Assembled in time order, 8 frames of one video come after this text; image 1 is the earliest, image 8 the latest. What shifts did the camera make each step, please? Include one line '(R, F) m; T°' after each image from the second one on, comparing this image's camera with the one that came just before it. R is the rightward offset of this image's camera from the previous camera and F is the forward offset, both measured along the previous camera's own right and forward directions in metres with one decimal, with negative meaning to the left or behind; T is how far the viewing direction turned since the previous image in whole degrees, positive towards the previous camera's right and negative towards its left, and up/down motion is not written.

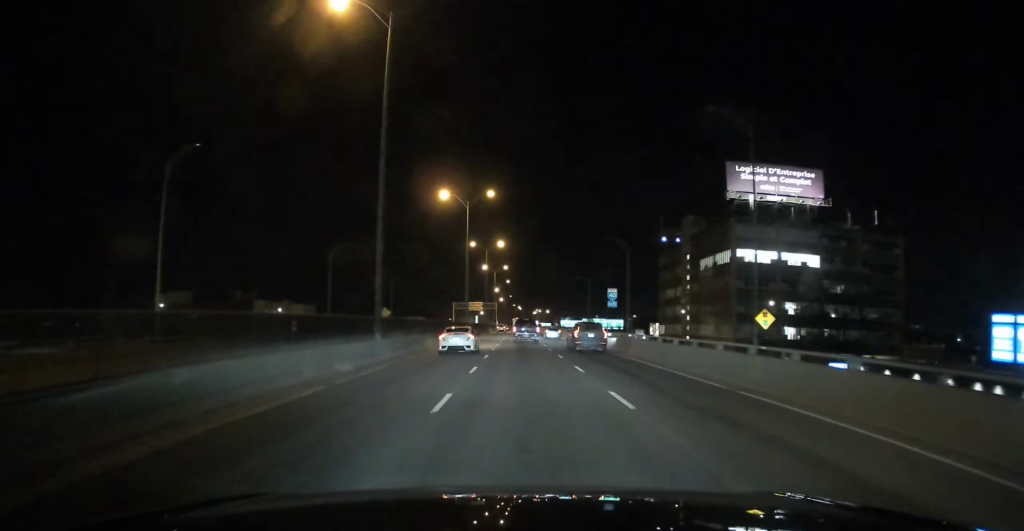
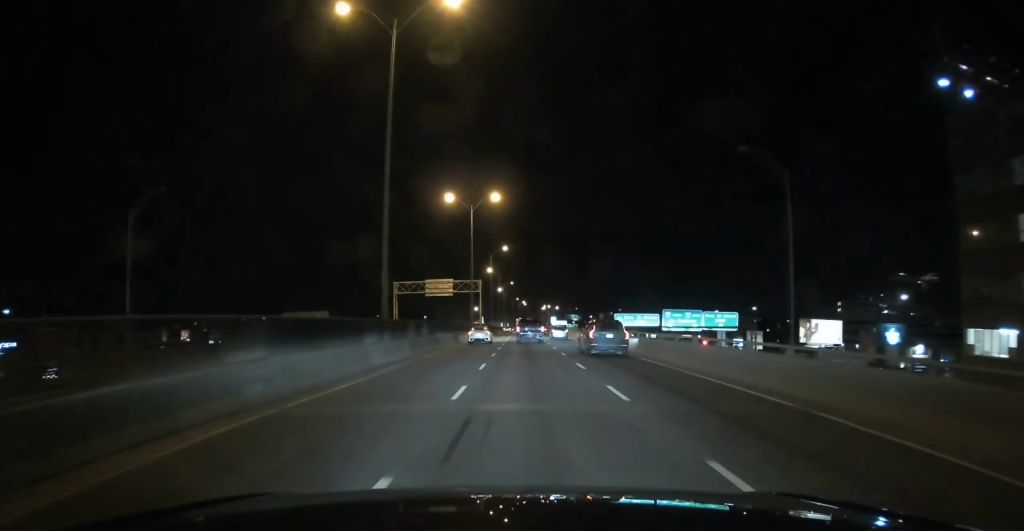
(-0.1, +94.0) m; 0°
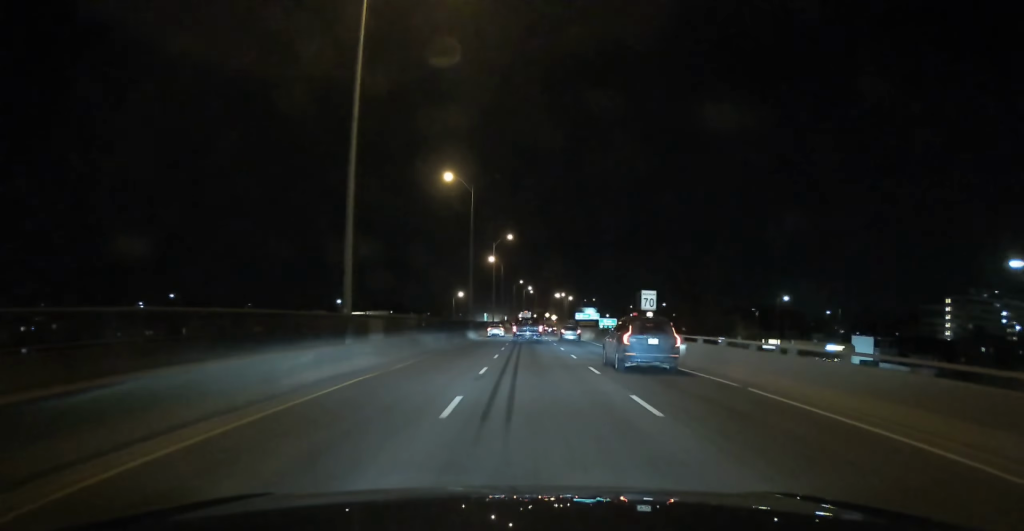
(0.0, +103.1) m; 0°
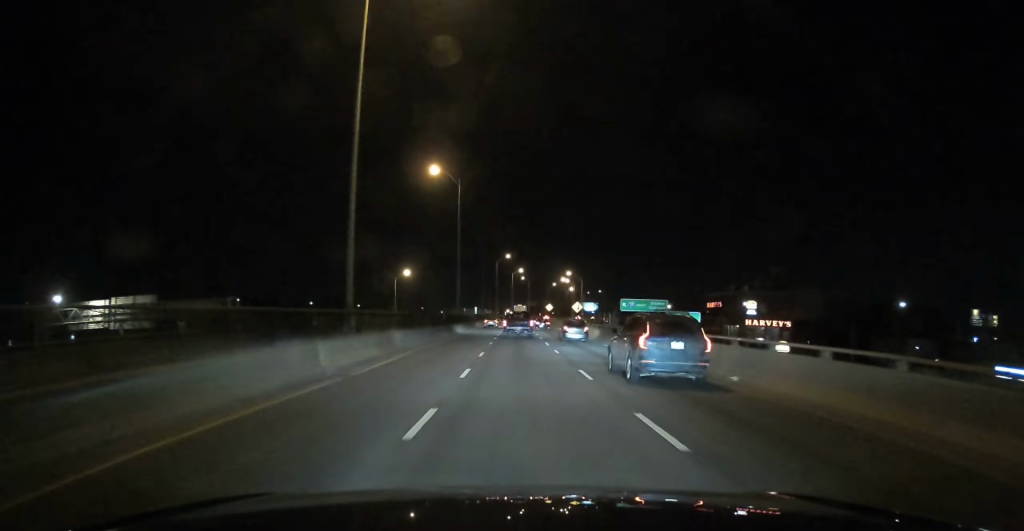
(+0.1, +88.1) m; 0°
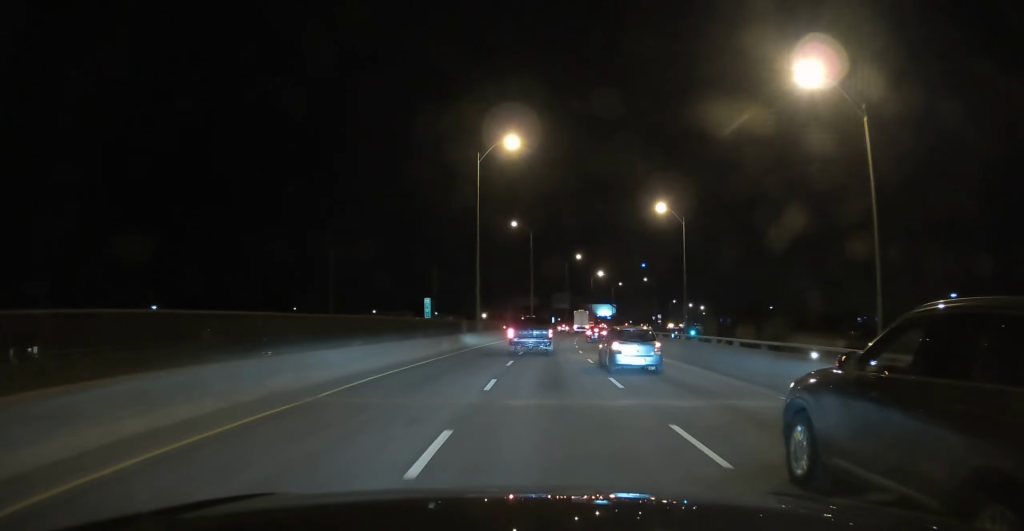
(+1.5, +157.8) m; +4°
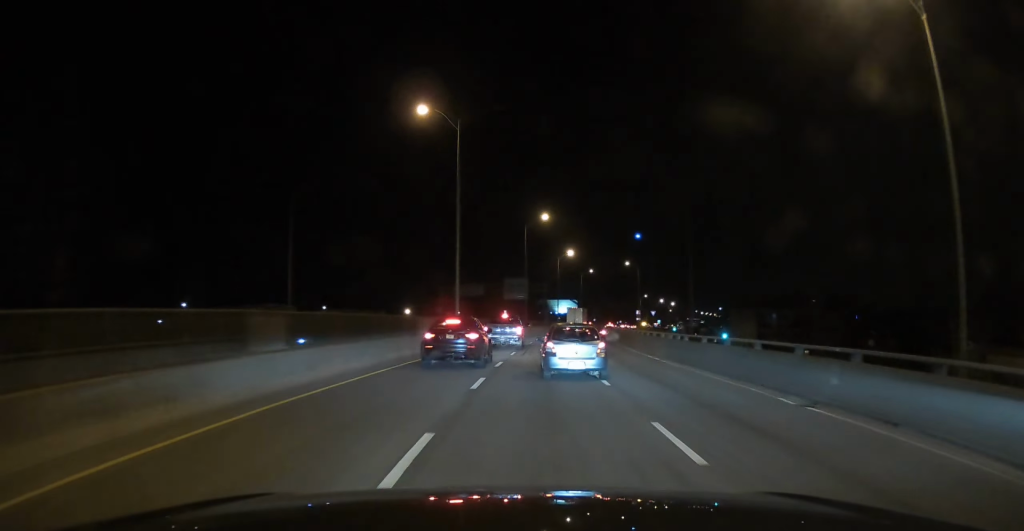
(+2.4, +51.2) m; +4°
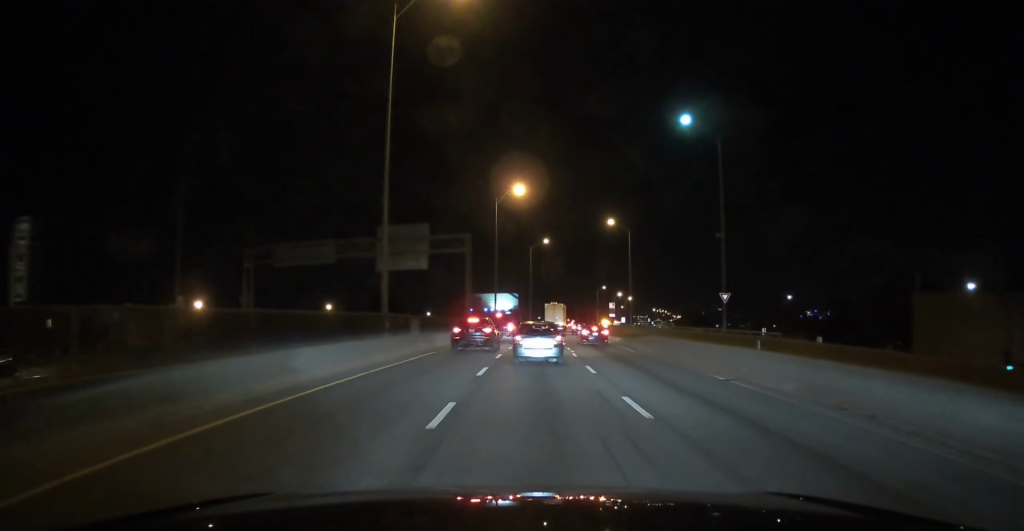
(+3.0, +62.6) m; +5°
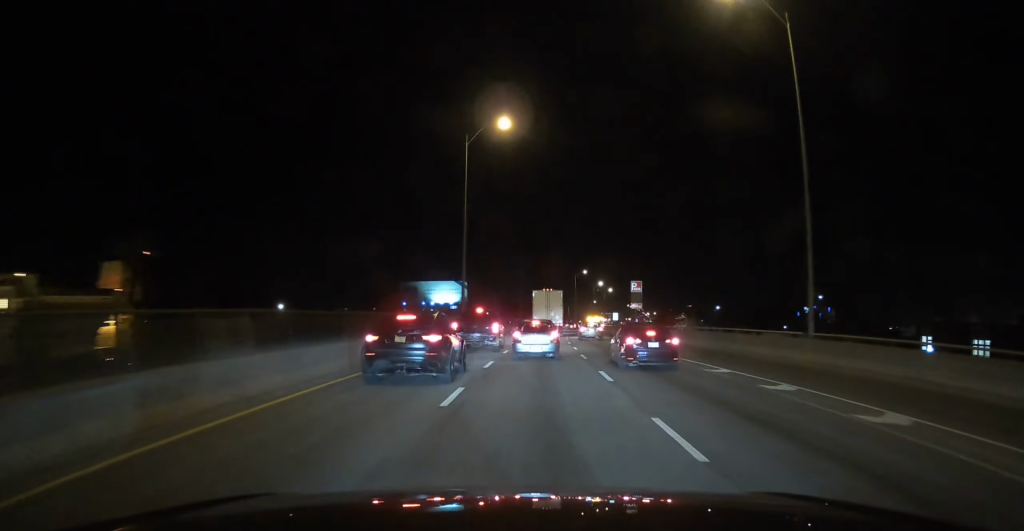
(+2.5, +59.9) m; +4°
